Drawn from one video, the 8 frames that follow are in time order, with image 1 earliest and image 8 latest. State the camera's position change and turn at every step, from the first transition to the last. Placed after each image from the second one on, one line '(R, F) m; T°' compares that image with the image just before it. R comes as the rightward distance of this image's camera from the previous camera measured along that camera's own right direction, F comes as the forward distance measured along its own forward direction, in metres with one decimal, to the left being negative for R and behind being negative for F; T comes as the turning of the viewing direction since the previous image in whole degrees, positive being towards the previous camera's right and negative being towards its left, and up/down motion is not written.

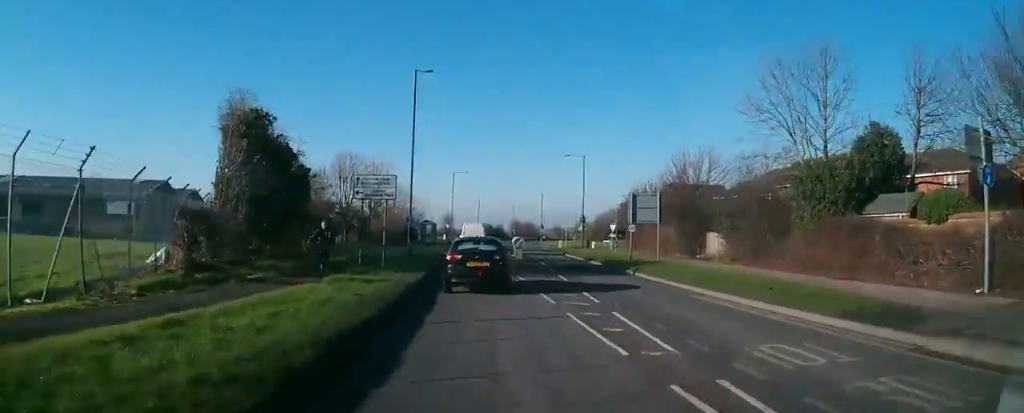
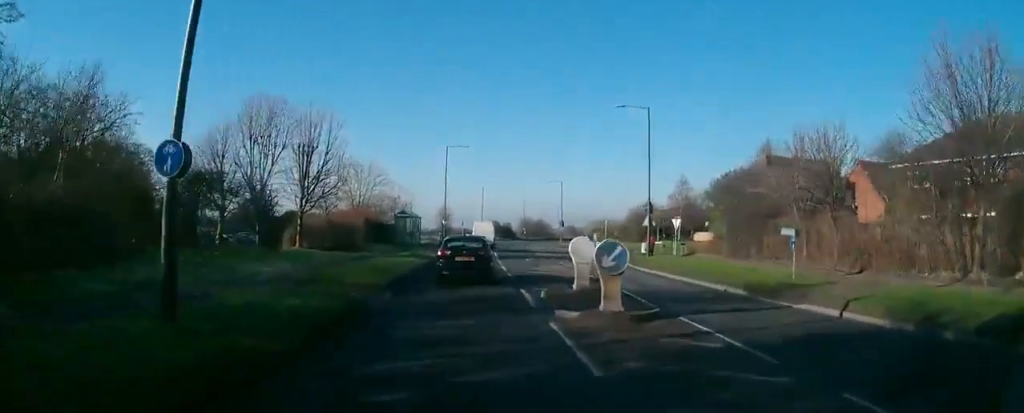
(+0.1, +26.2) m; 0°
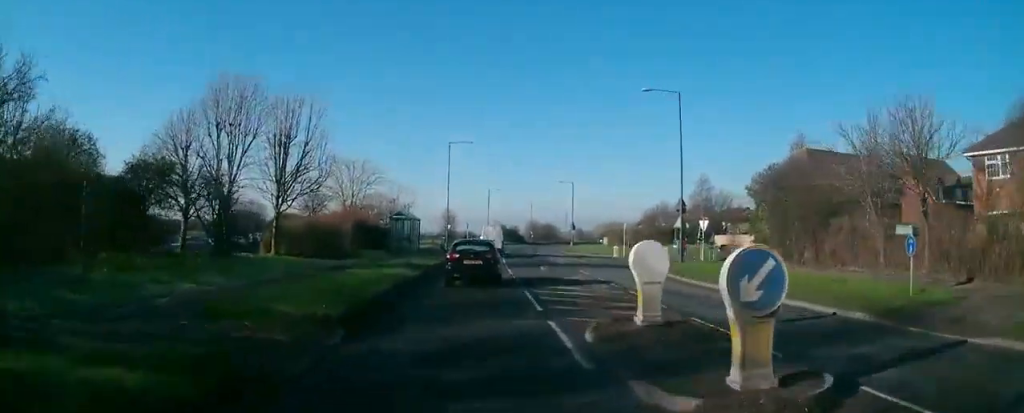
(+0.1, +5.8) m; 0°
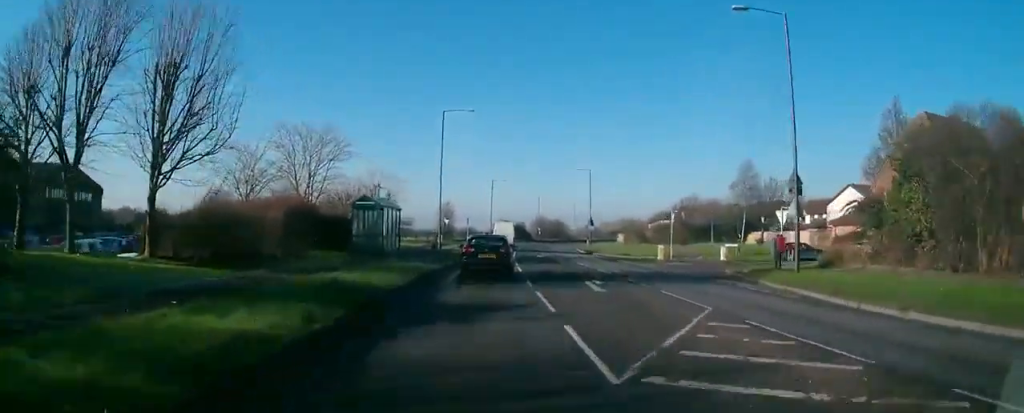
(-0.1, +13.3) m; -2°
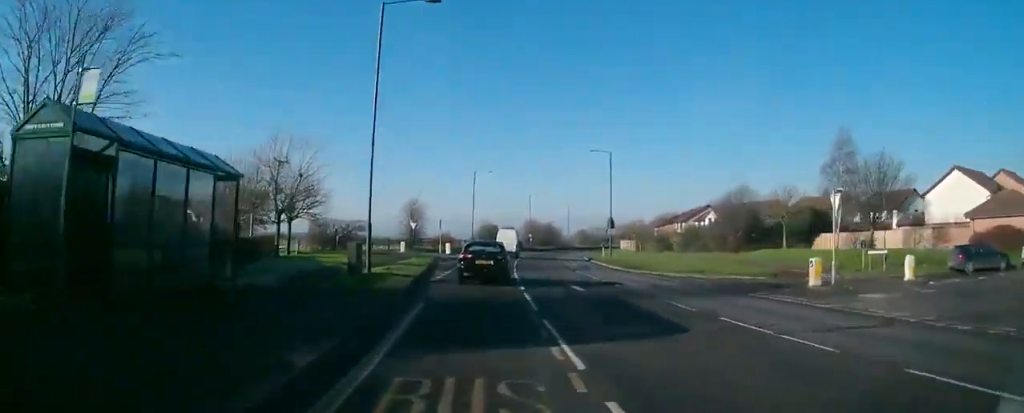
(-0.3, +21.3) m; +1°
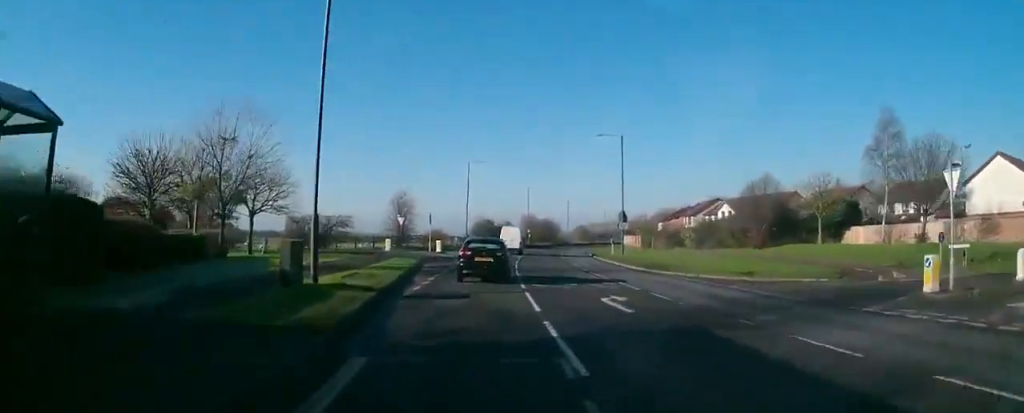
(0.0, +6.1) m; +1°
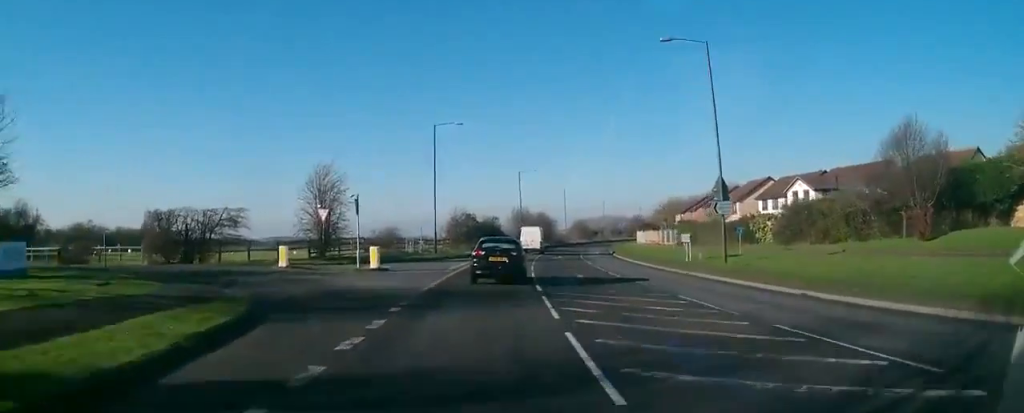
(+0.1, +23.8) m; -1°
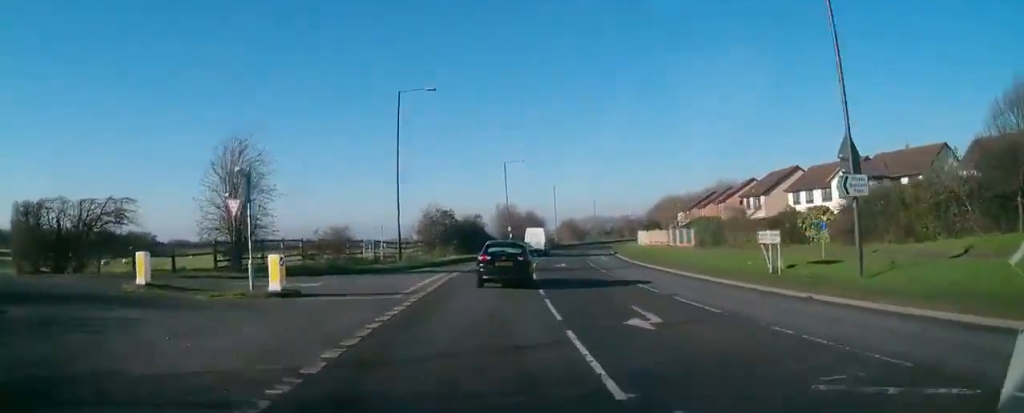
(-0.2, +11.4) m; +1°
